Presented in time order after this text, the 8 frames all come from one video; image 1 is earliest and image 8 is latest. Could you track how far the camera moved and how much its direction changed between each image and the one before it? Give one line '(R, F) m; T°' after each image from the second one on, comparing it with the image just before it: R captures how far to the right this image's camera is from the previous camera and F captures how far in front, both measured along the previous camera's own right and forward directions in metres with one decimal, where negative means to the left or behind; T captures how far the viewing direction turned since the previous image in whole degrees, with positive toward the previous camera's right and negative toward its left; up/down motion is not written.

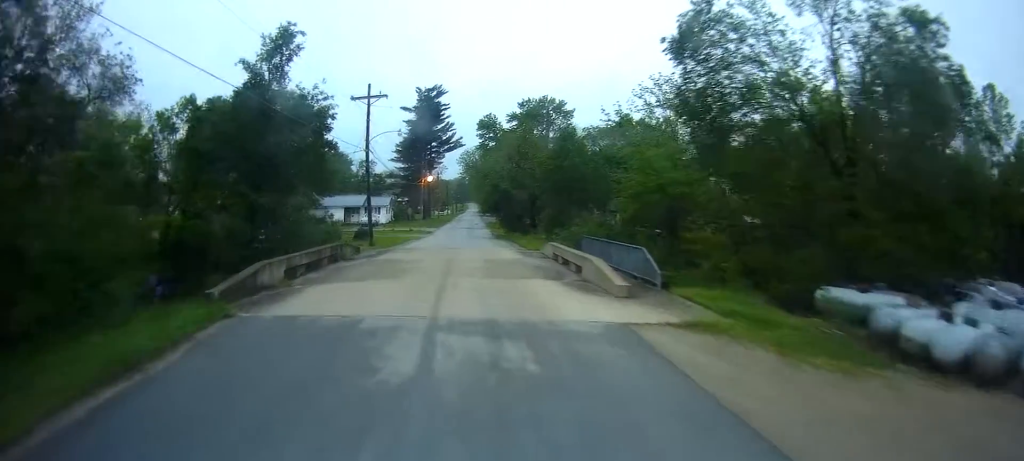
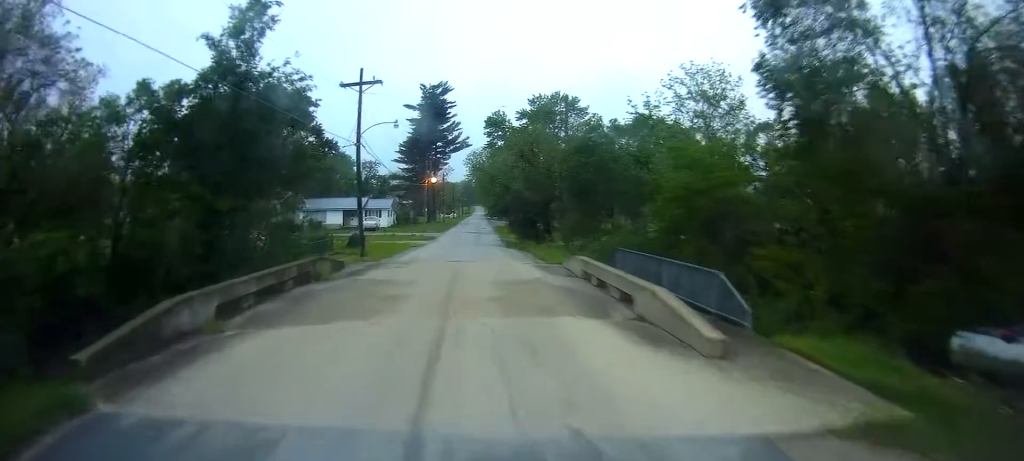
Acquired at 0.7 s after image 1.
(+0.3, +4.5) m; +2°
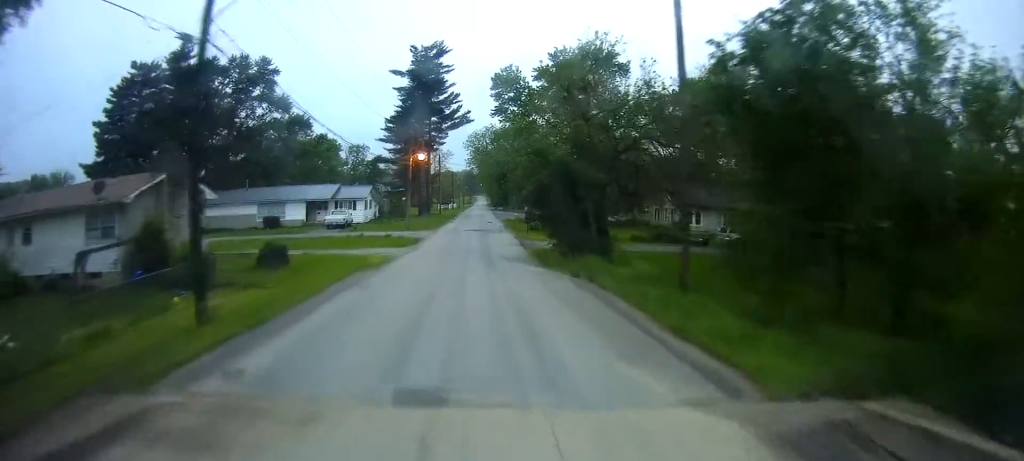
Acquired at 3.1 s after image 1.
(-0.7, +18.0) m; -4°
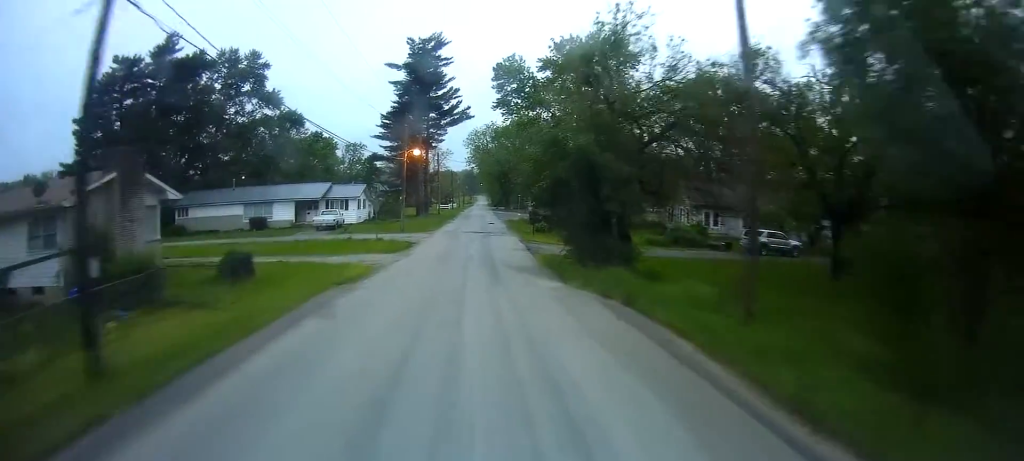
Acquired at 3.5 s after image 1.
(0.0, +4.0) m; +1°
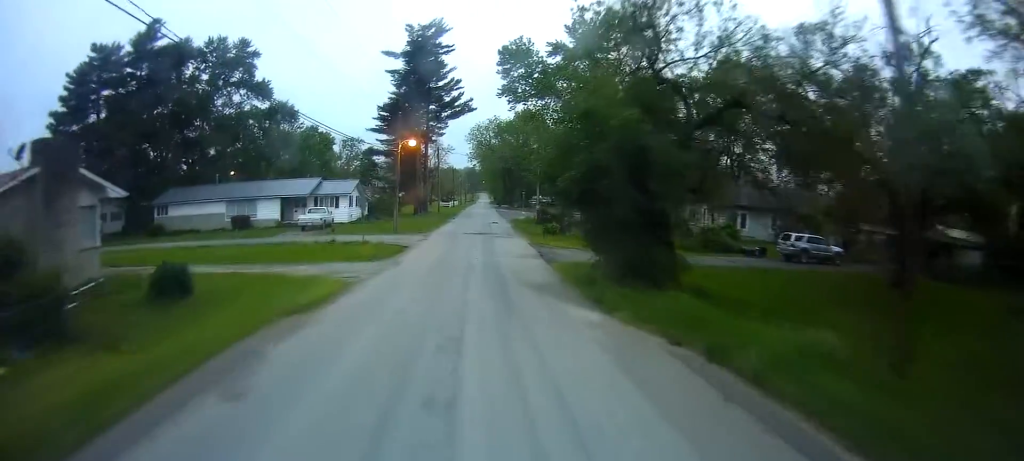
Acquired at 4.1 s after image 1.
(0.0, +4.9) m; 0°
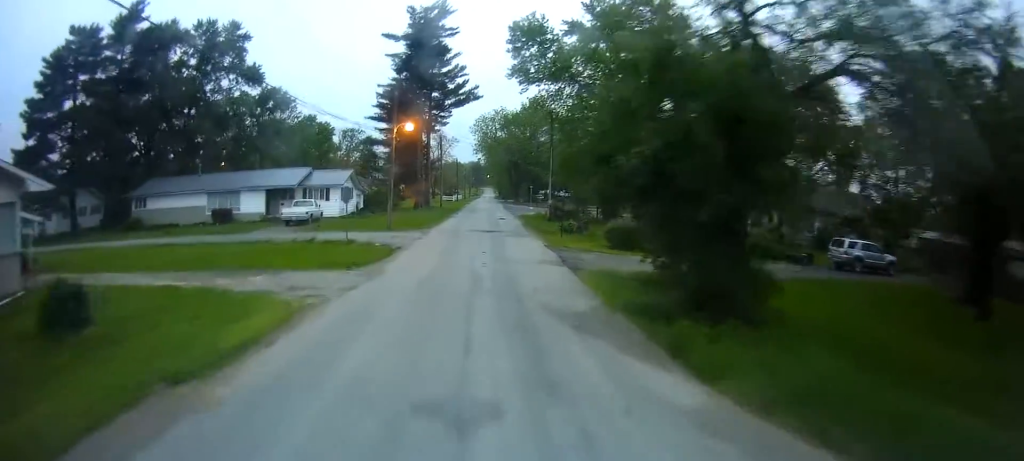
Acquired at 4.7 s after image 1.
(+0.1, +5.0) m; 0°
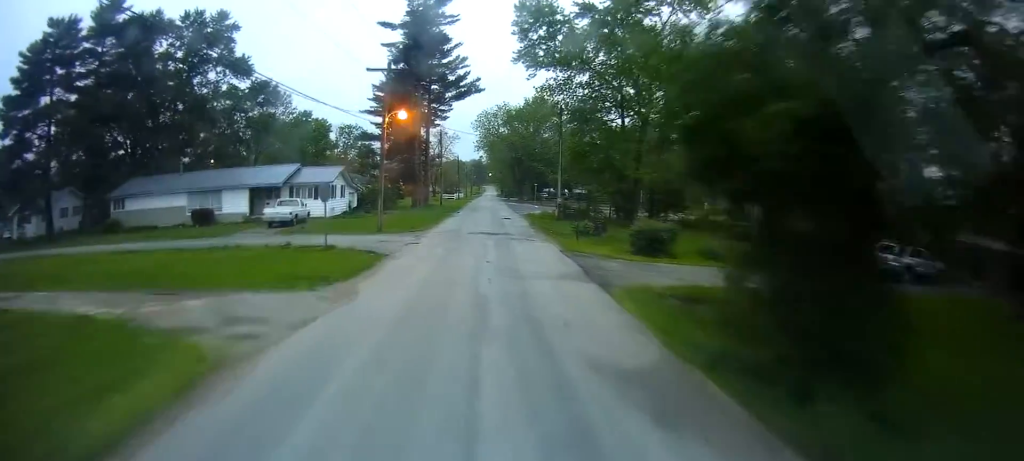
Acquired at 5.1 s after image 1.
(0.0, +3.9) m; 0°
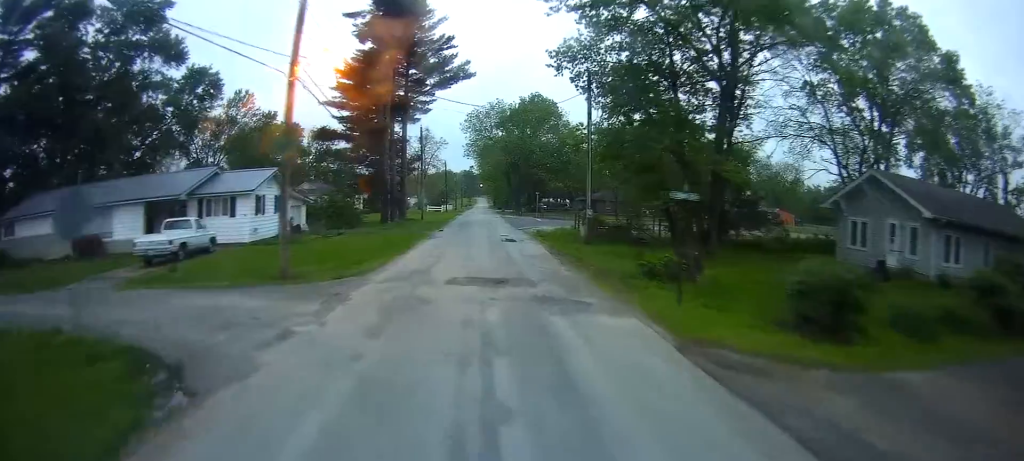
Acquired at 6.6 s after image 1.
(-0.3, +13.5) m; 0°
